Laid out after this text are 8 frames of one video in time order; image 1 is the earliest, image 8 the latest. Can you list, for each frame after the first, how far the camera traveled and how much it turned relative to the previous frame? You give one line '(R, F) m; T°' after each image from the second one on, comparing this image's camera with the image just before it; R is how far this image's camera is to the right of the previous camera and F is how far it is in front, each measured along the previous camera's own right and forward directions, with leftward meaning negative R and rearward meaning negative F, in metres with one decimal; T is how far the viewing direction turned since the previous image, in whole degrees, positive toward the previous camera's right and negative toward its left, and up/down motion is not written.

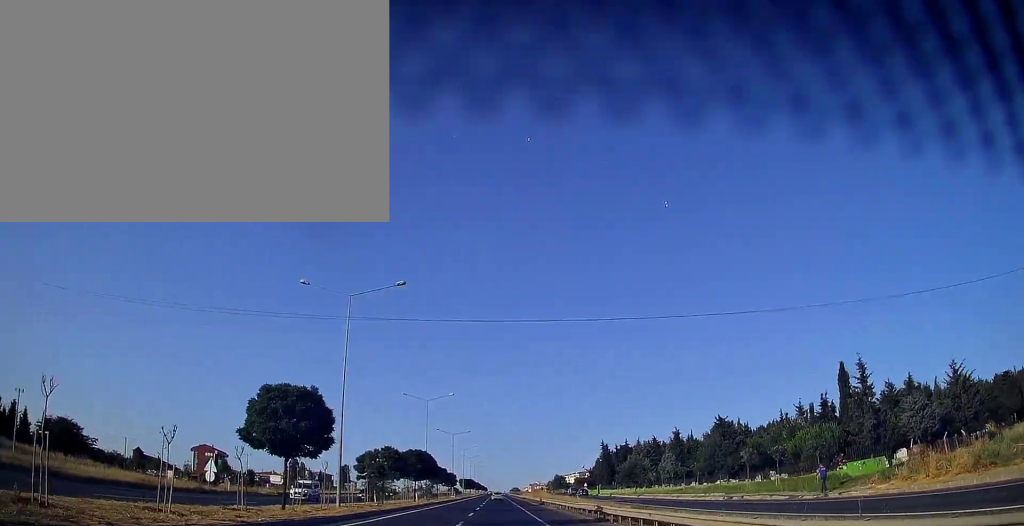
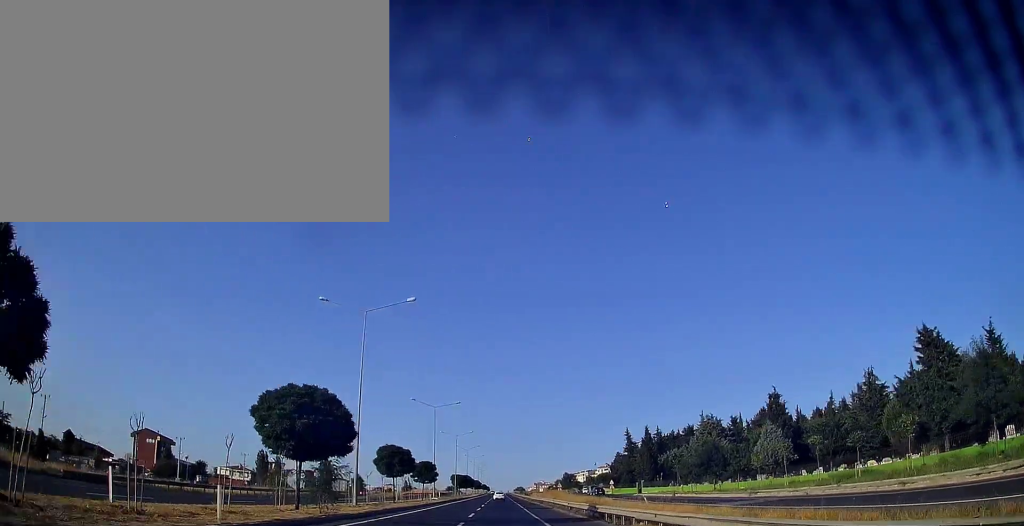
(-0.2, +37.4) m; 0°
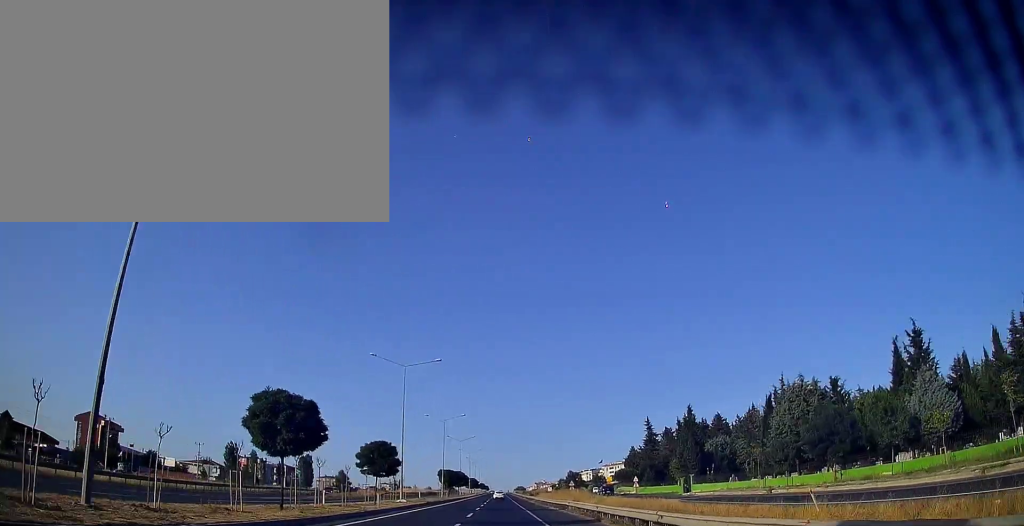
(0.0, +24.1) m; 0°
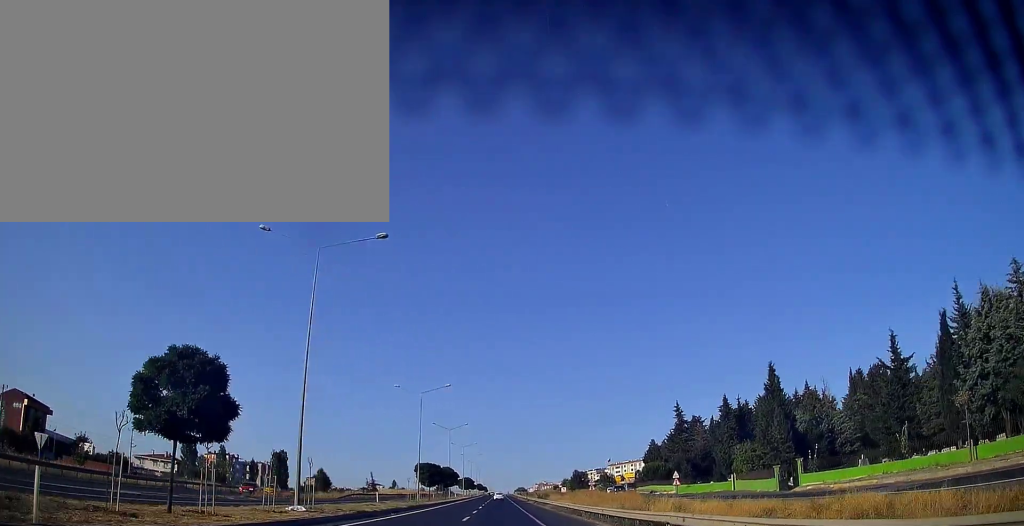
(+0.1, +27.4) m; 0°
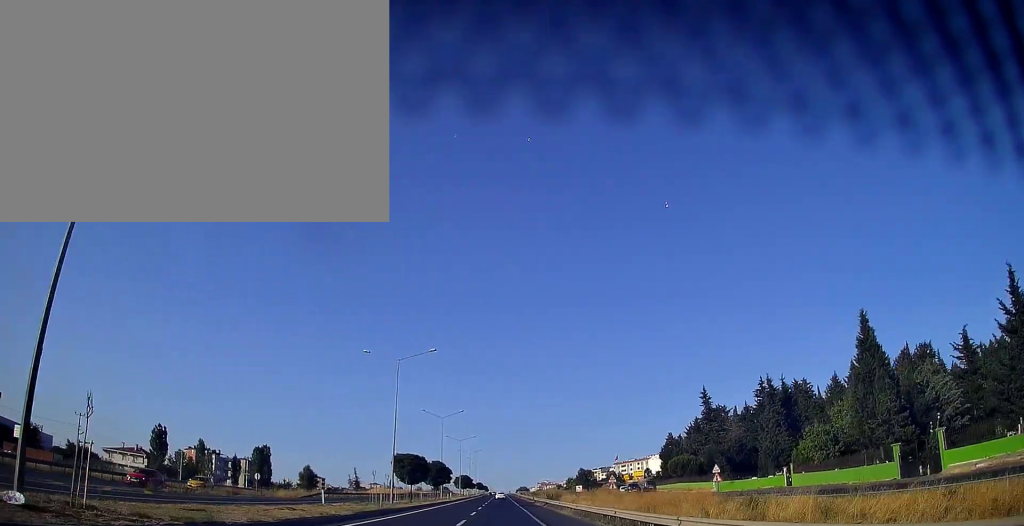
(+0.1, +15.4) m; 0°
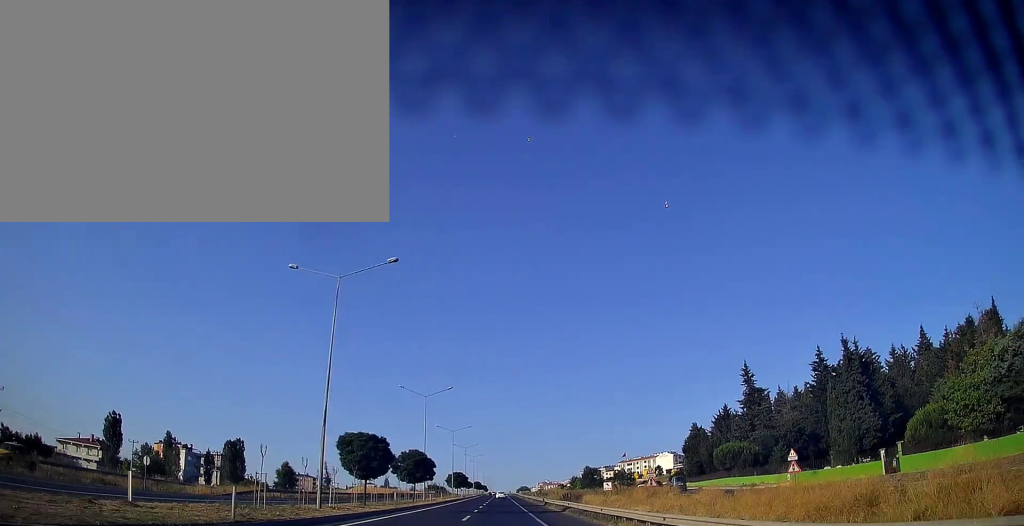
(-0.2, +19.7) m; -1°
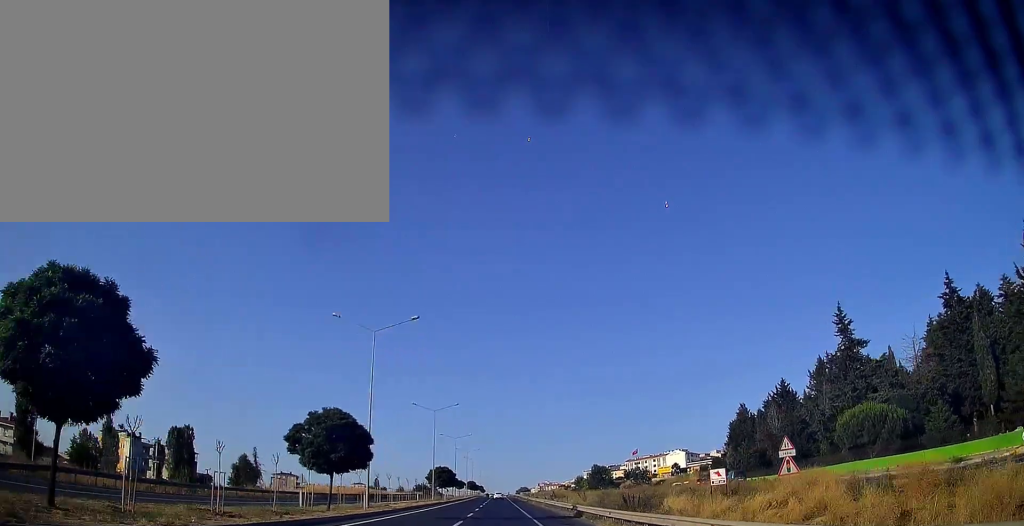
(0.0, +29.3) m; 0°
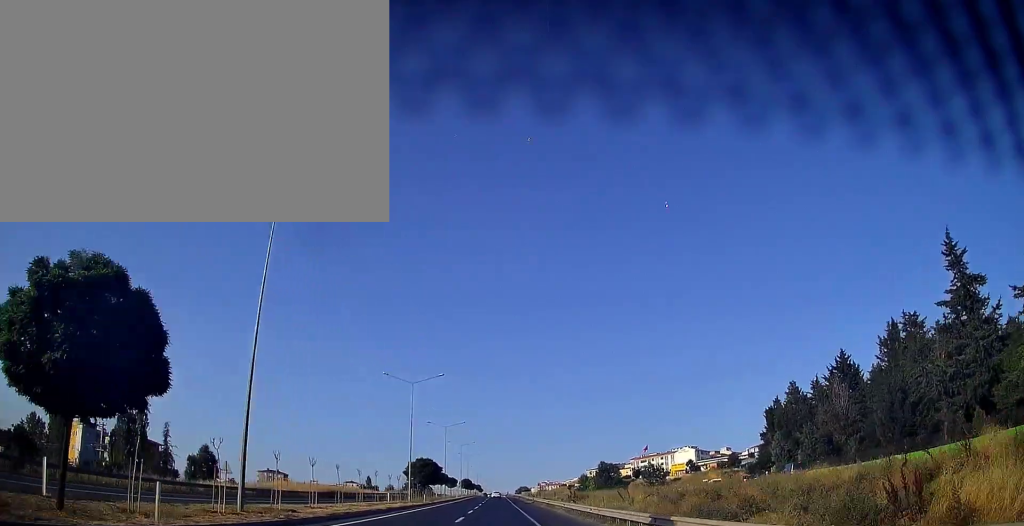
(+0.1, +19.8) m; 0°
